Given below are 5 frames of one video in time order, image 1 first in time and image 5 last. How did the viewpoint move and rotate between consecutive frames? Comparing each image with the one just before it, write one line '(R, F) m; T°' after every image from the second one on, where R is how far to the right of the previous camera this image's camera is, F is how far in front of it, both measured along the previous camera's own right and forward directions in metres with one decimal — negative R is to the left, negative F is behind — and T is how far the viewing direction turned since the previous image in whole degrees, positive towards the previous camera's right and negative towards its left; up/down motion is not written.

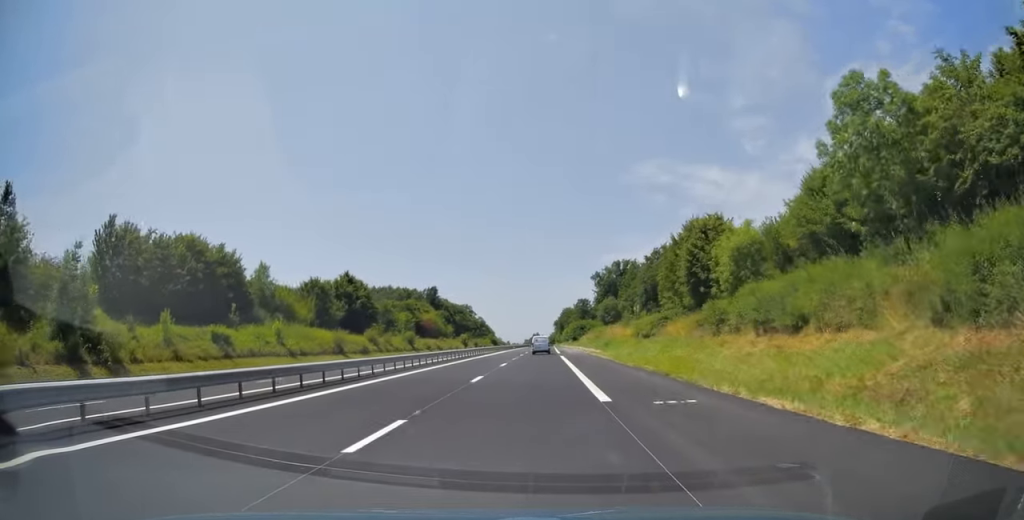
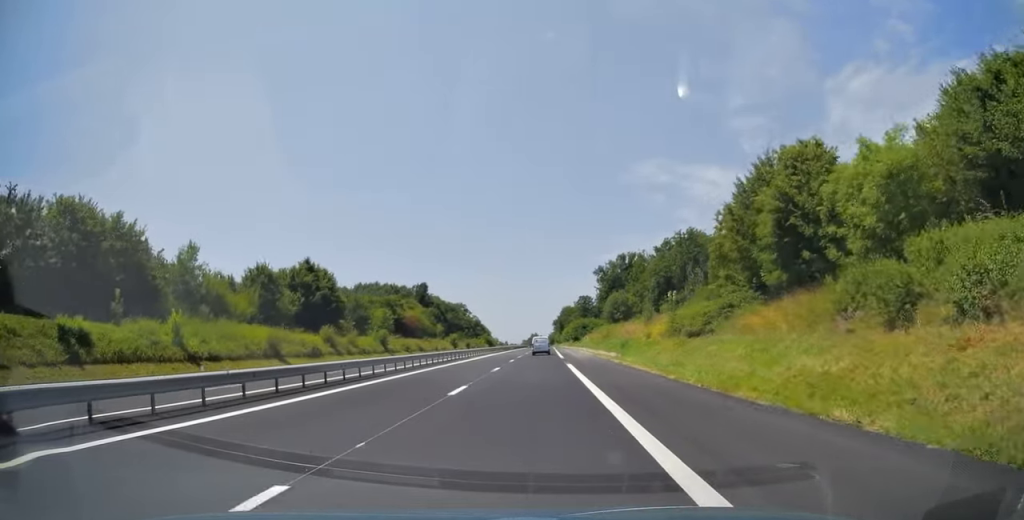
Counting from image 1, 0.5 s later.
(+0.1, +17.8) m; 0°
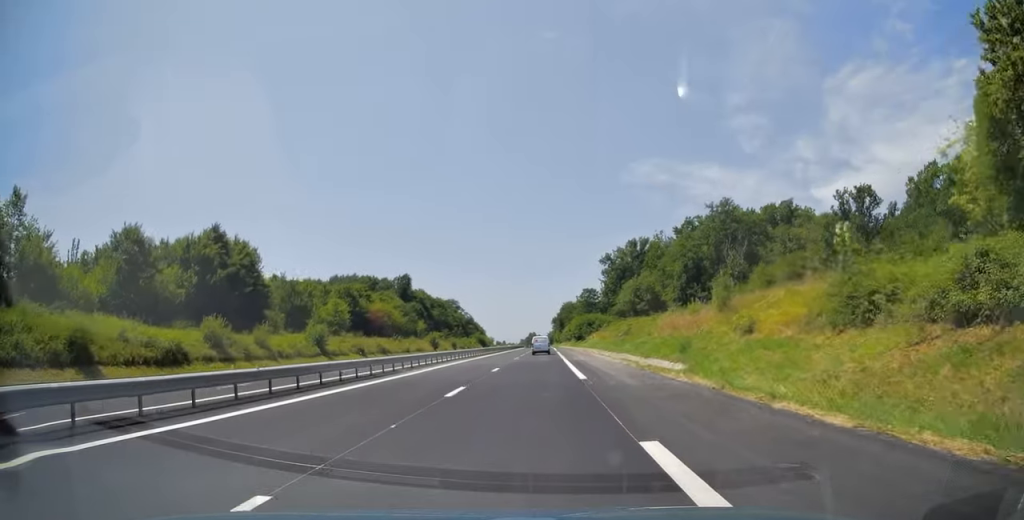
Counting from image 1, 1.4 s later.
(+0.2, +26.4) m; 0°
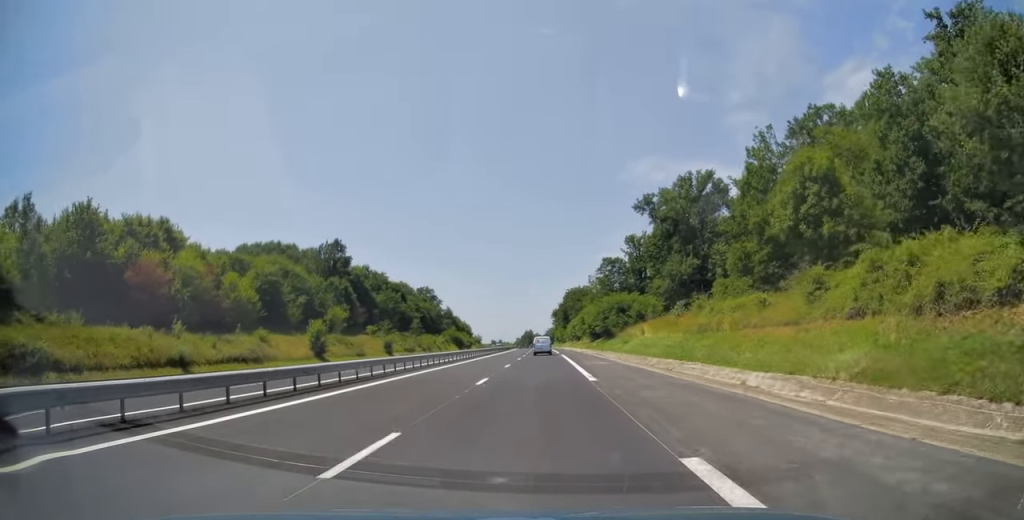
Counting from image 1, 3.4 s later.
(-0.5, +66.9) m; 0°
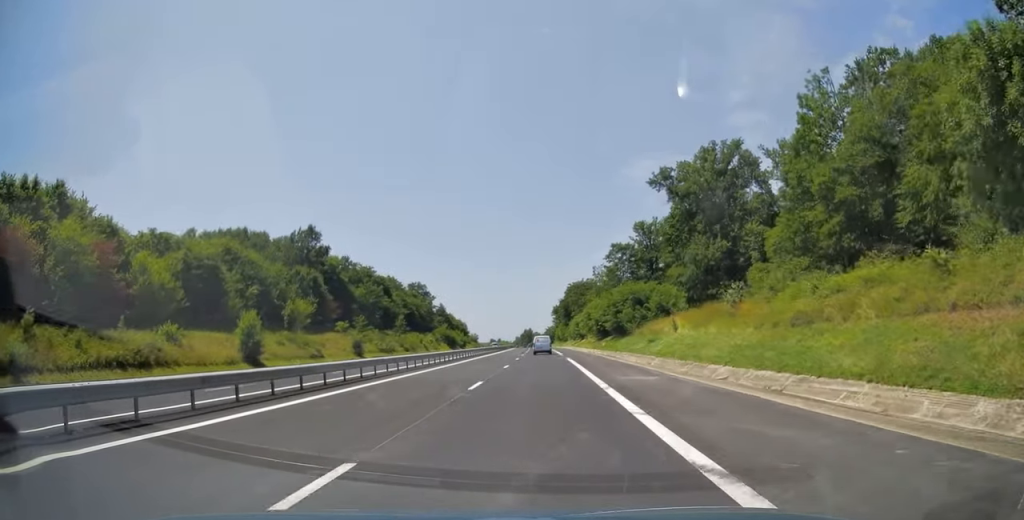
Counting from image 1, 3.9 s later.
(+0.2, +15.6) m; 0°
